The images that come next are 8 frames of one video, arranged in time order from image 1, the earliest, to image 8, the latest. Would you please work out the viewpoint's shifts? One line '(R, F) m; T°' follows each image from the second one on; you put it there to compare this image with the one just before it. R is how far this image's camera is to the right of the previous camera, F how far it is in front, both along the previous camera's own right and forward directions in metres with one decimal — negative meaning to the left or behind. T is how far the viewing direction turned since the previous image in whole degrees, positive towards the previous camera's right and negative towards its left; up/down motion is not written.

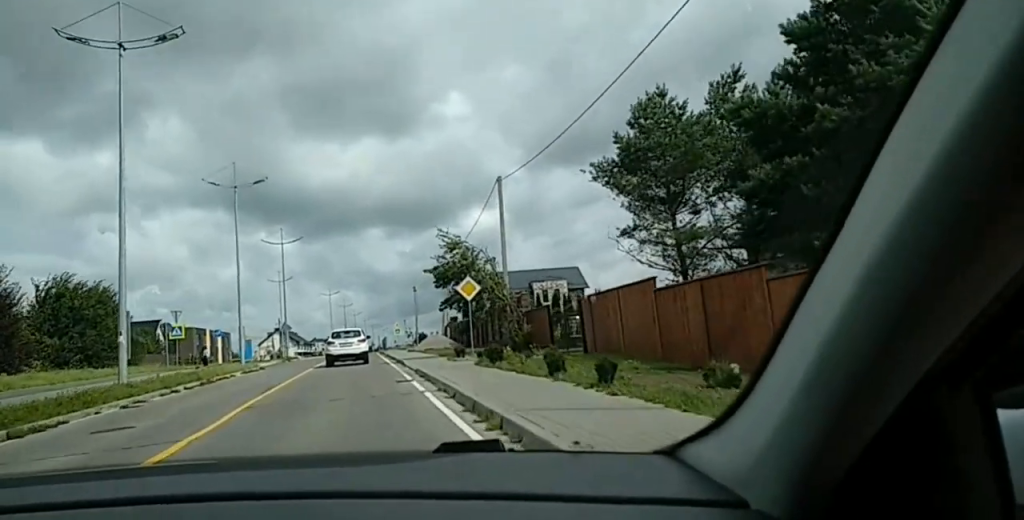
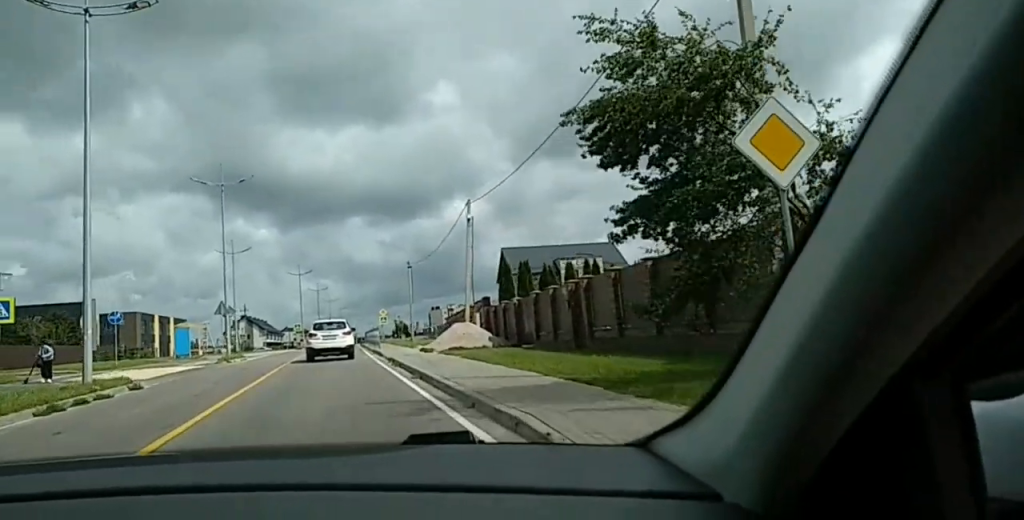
(-0.1, +21.8) m; -1°
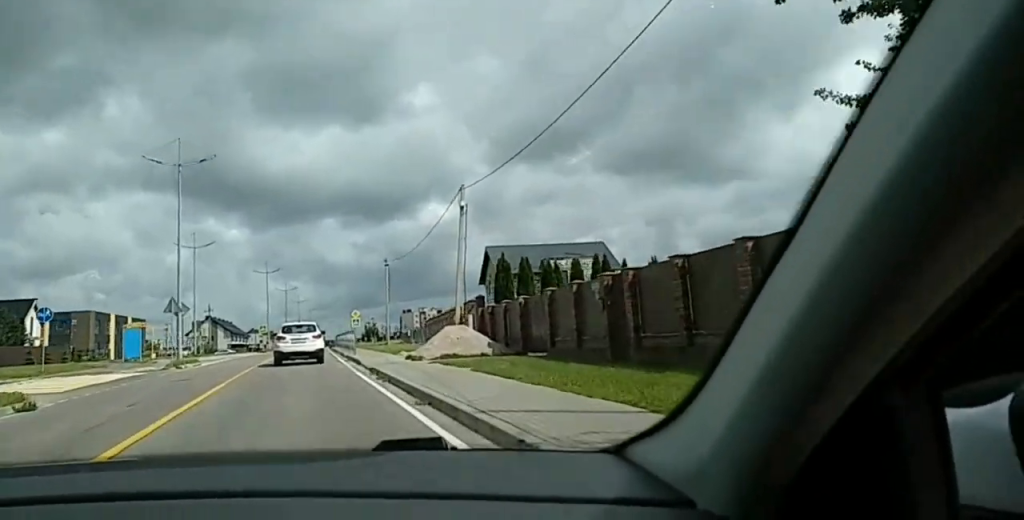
(+0.1, +5.2) m; -1°
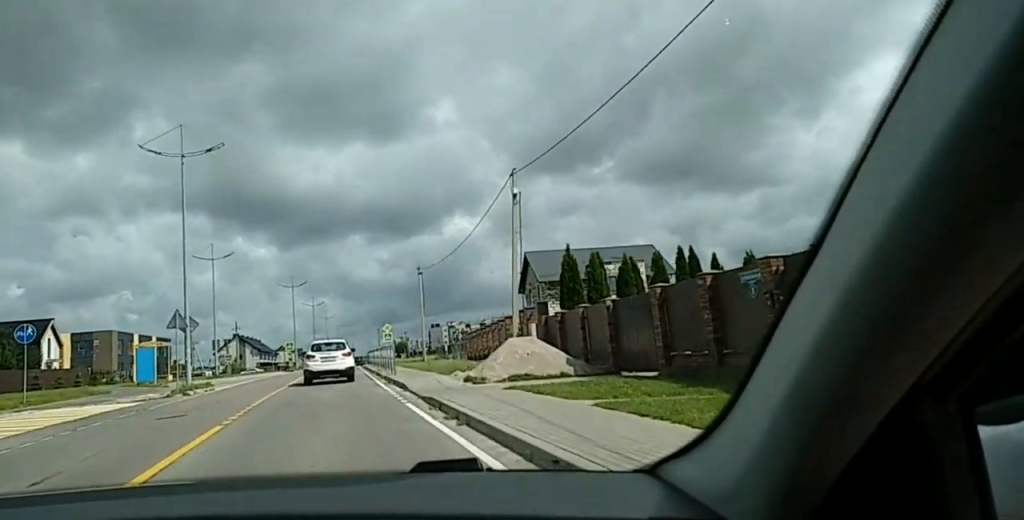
(-0.2, +6.6) m; 0°
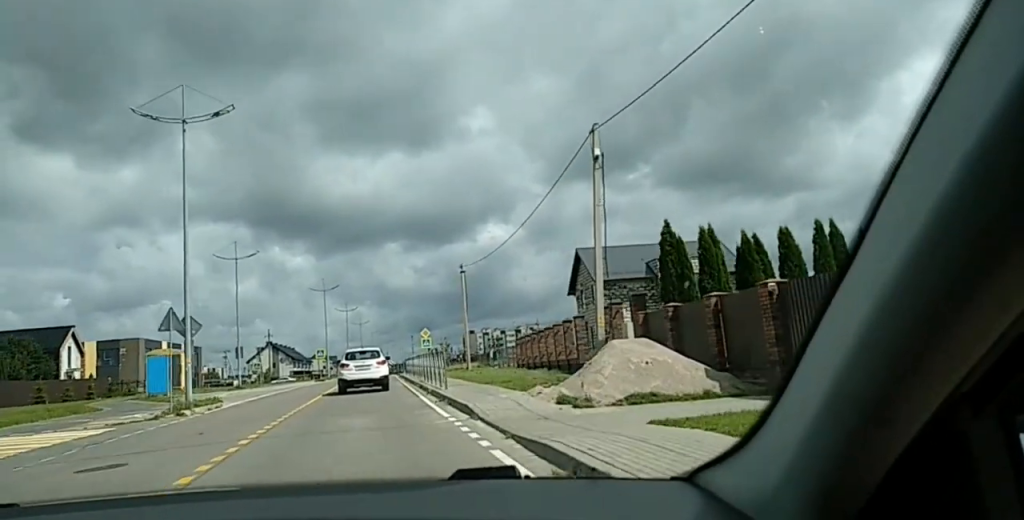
(-0.1, +7.1) m; +1°
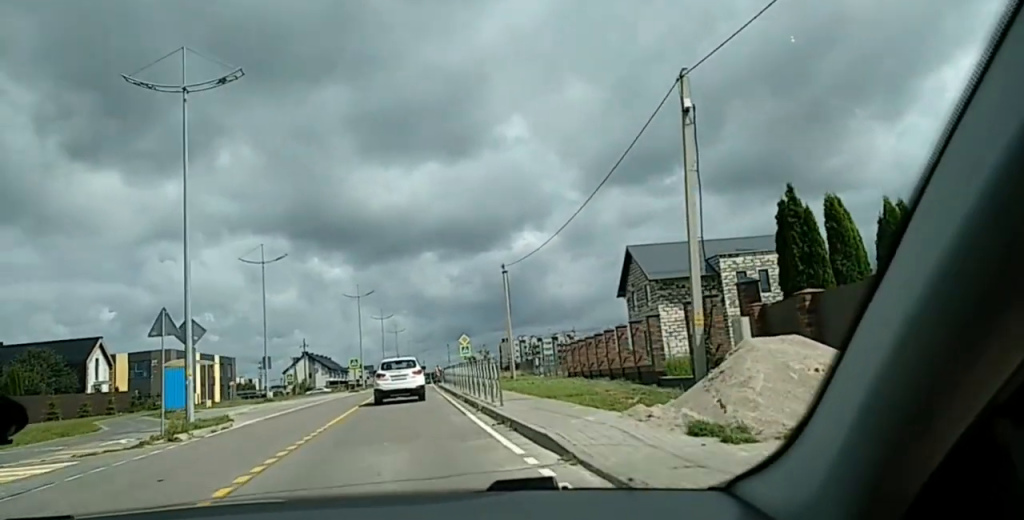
(+0.2, +5.1) m; +2°
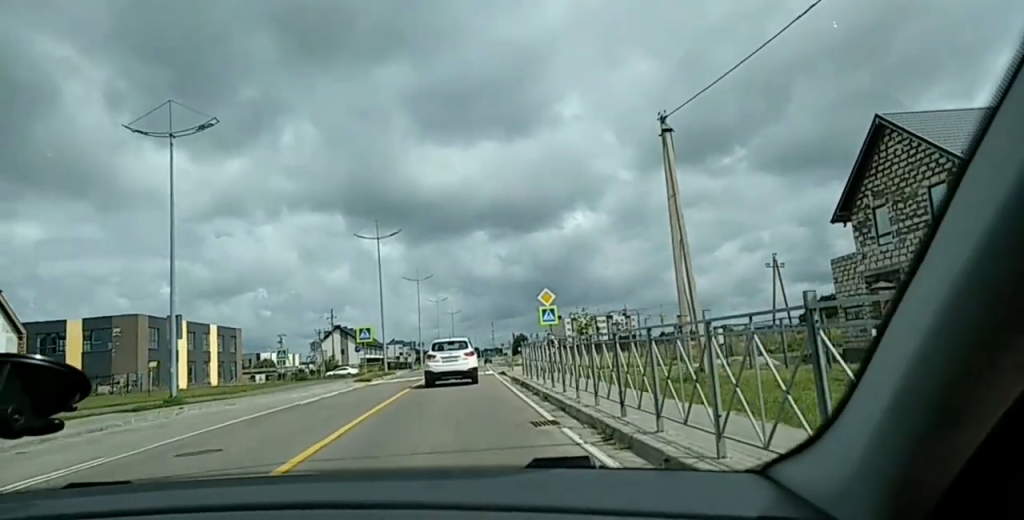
(-0.5, +30.9) m; -2°
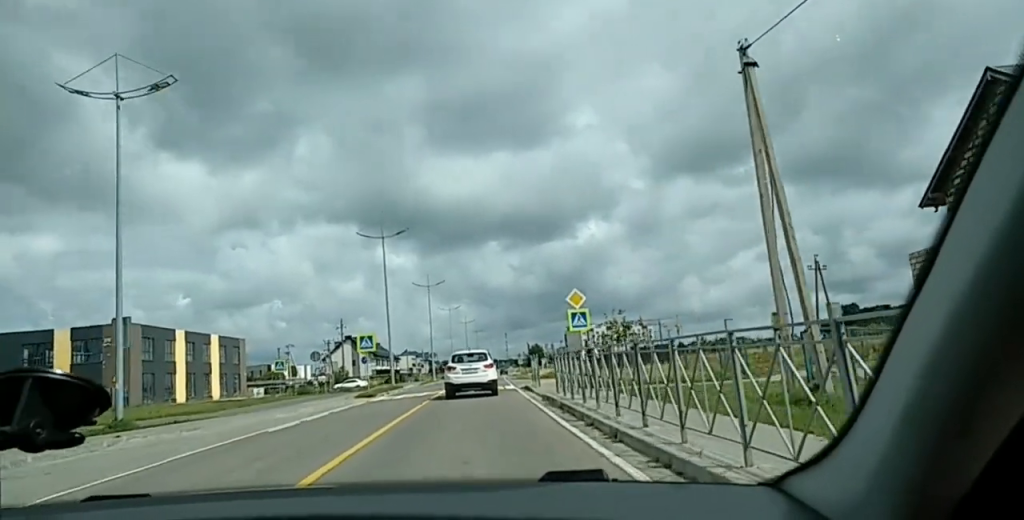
(+0.1, +6.2) m; +3°
